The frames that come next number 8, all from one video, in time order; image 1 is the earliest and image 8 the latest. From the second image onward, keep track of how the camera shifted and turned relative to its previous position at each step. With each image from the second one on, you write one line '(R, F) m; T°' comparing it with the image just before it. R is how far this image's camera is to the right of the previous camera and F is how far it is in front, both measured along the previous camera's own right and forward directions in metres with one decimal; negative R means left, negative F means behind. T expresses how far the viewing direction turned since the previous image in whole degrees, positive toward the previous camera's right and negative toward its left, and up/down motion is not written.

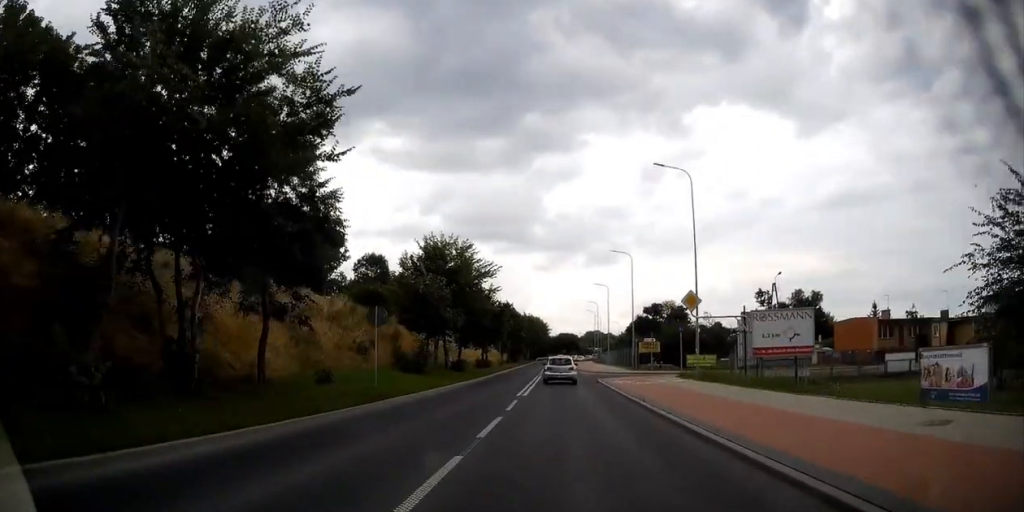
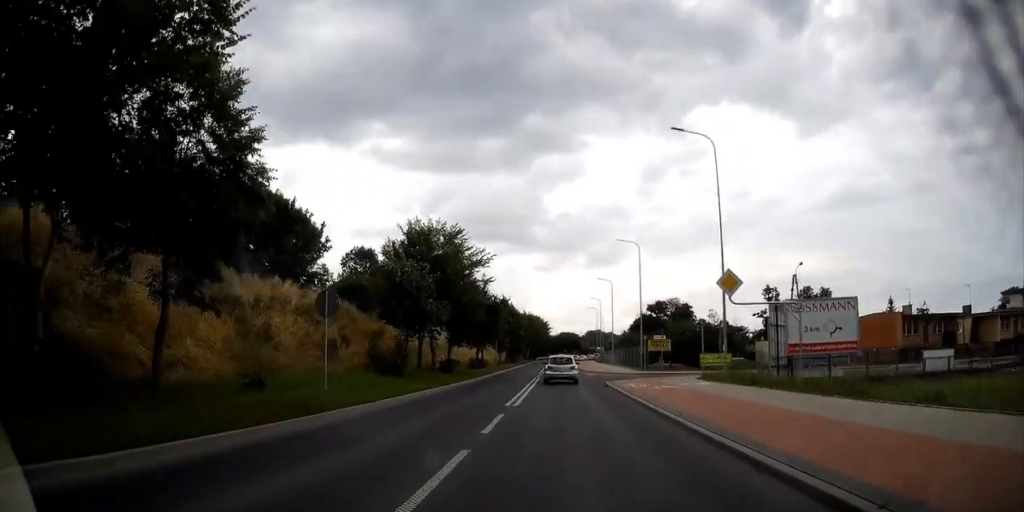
(0.0, +5.5) m; 0°
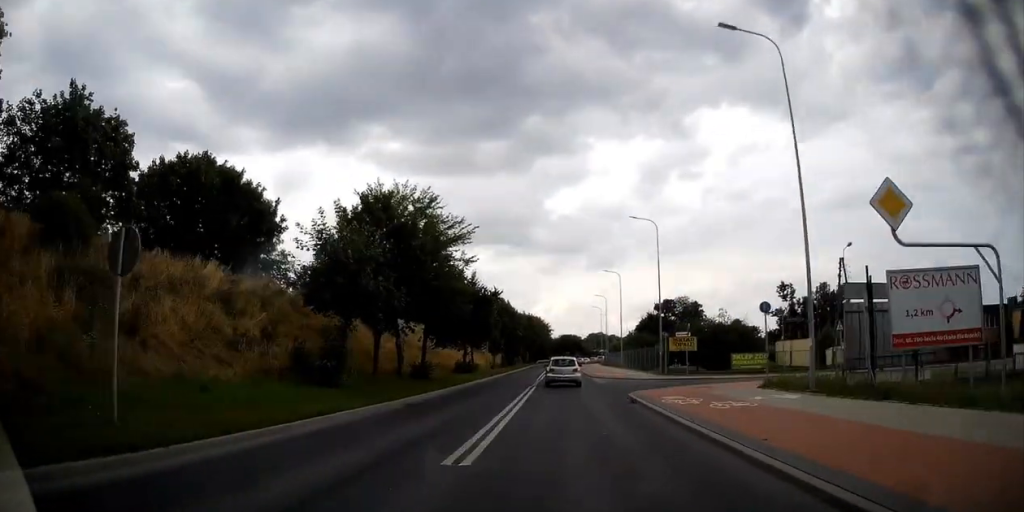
(0.0, +9.8) m; +1°
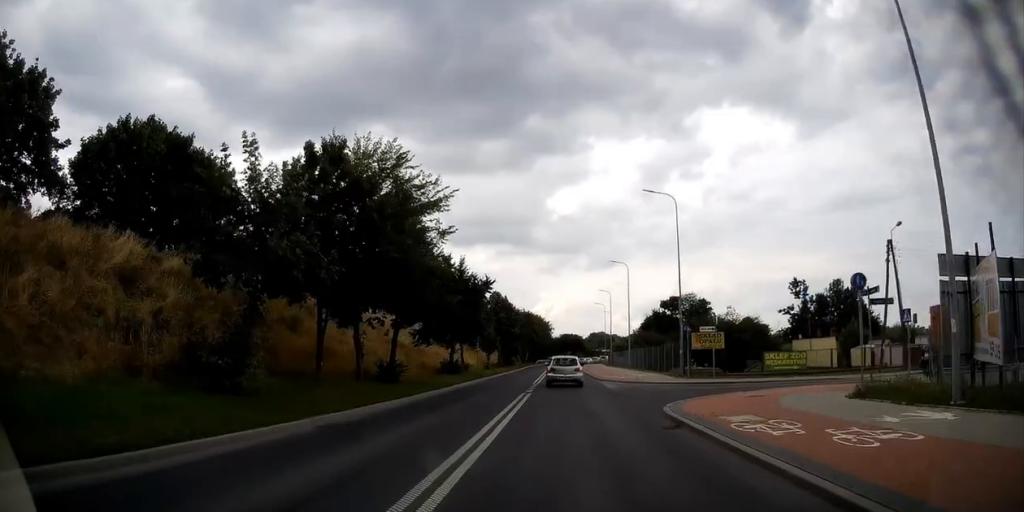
(0.0, +7.3) m; -1°
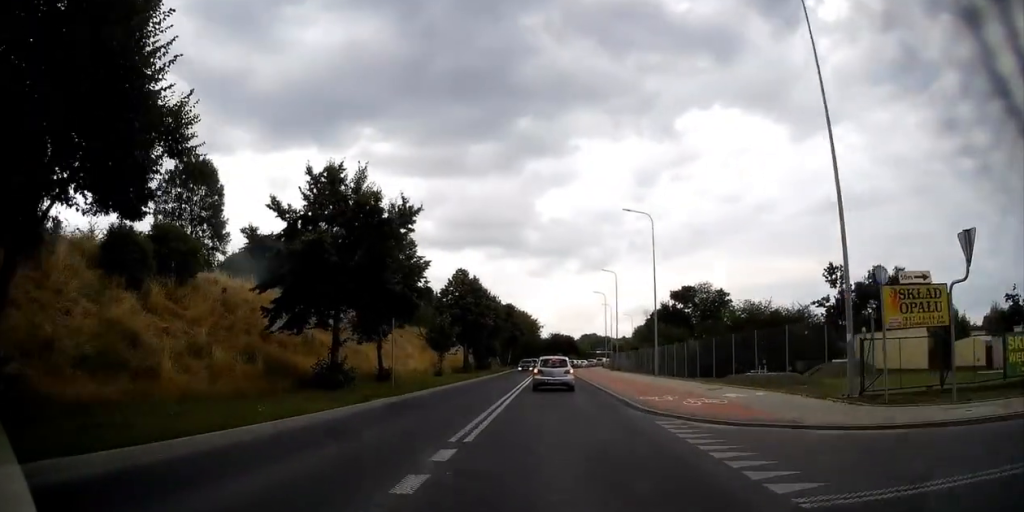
(-0.1, +23.6) m; +2°
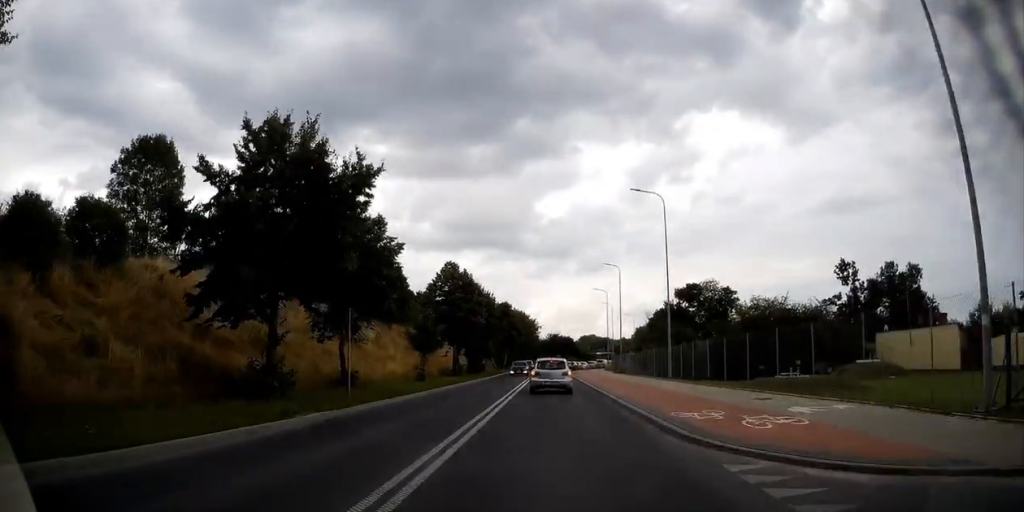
(+0.1, +5.5) m; 0°
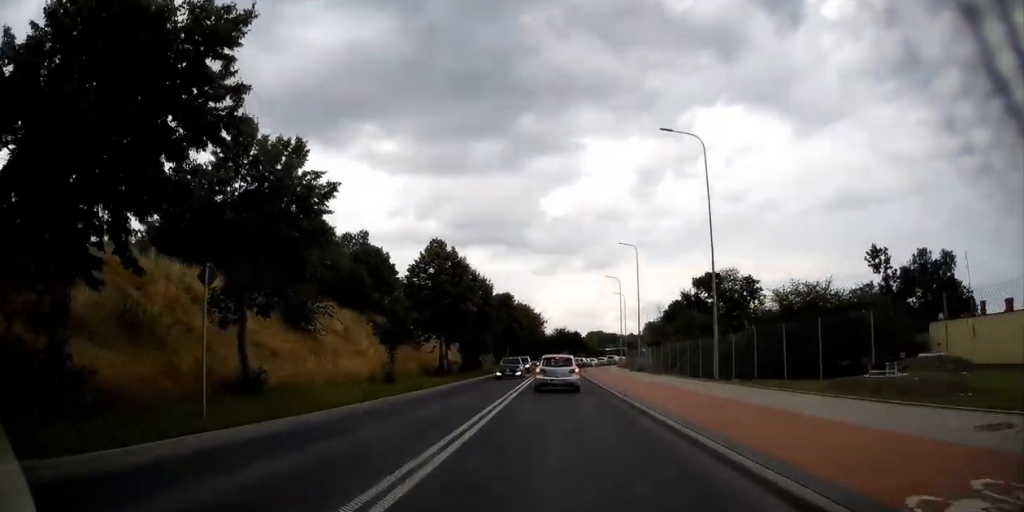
(-0.1, +9.5) m; -2°
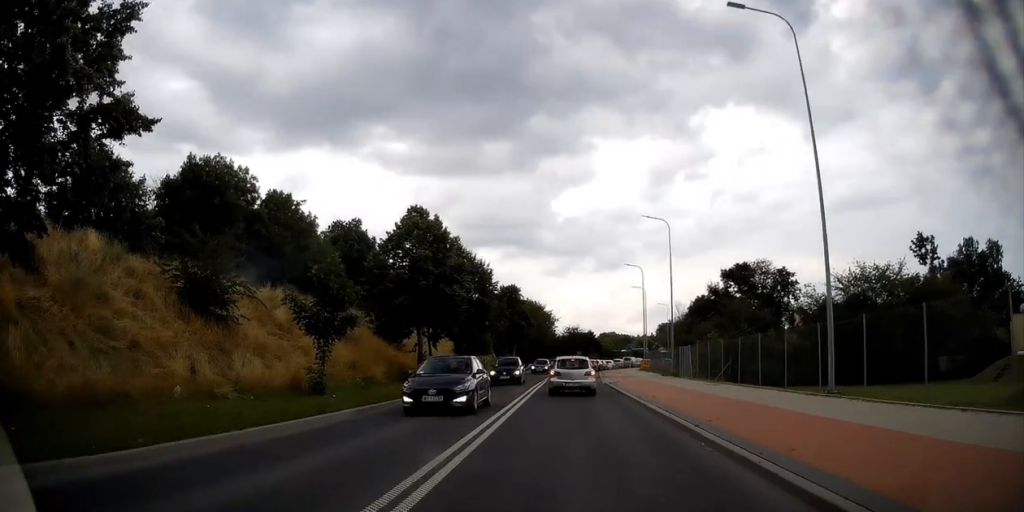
(-0.1, +11.7) m; +1°
